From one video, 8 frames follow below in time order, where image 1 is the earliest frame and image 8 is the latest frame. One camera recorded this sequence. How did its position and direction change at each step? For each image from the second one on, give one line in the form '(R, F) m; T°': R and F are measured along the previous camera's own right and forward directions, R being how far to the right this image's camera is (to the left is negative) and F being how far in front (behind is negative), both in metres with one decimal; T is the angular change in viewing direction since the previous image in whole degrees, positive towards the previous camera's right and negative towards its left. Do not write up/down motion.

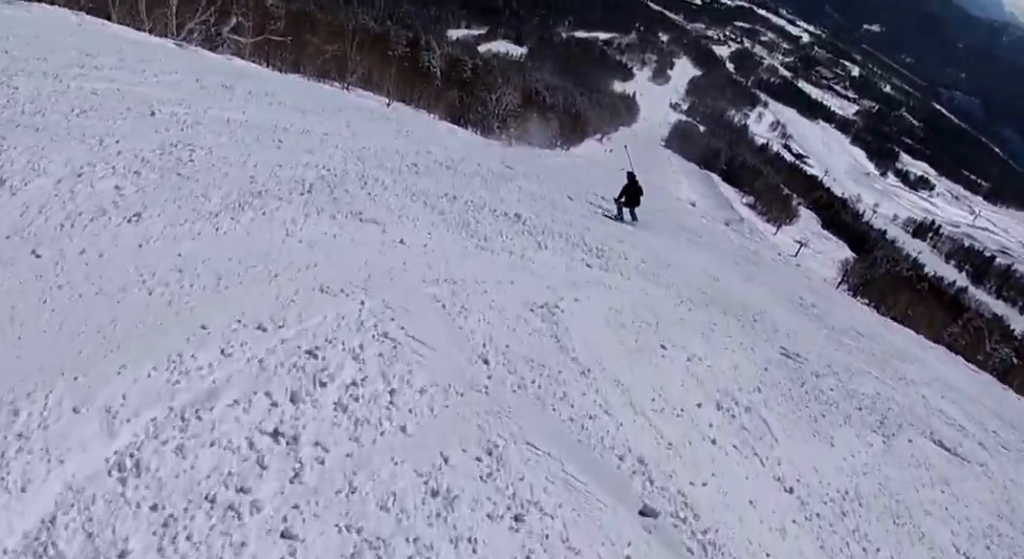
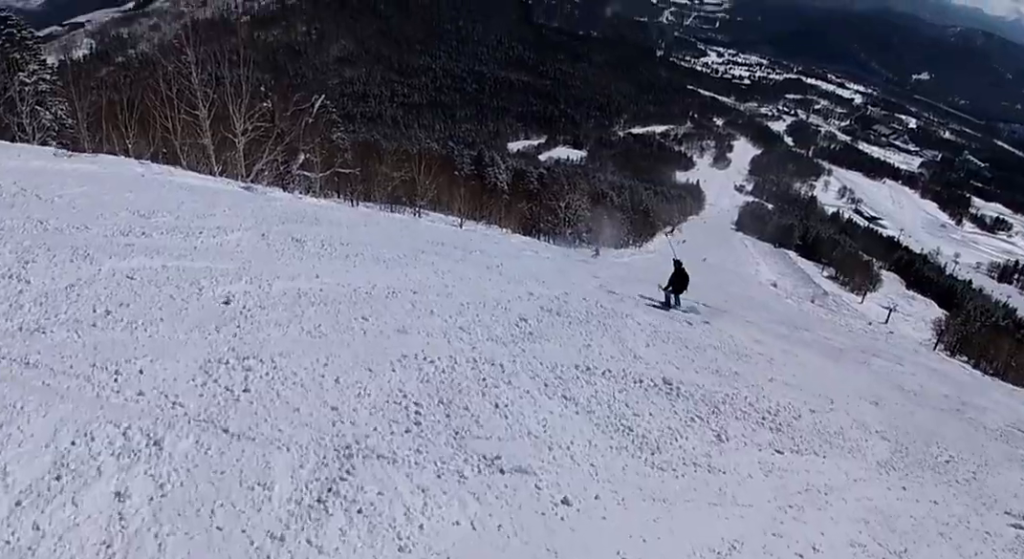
(+0.2, +2.1) m; +4°
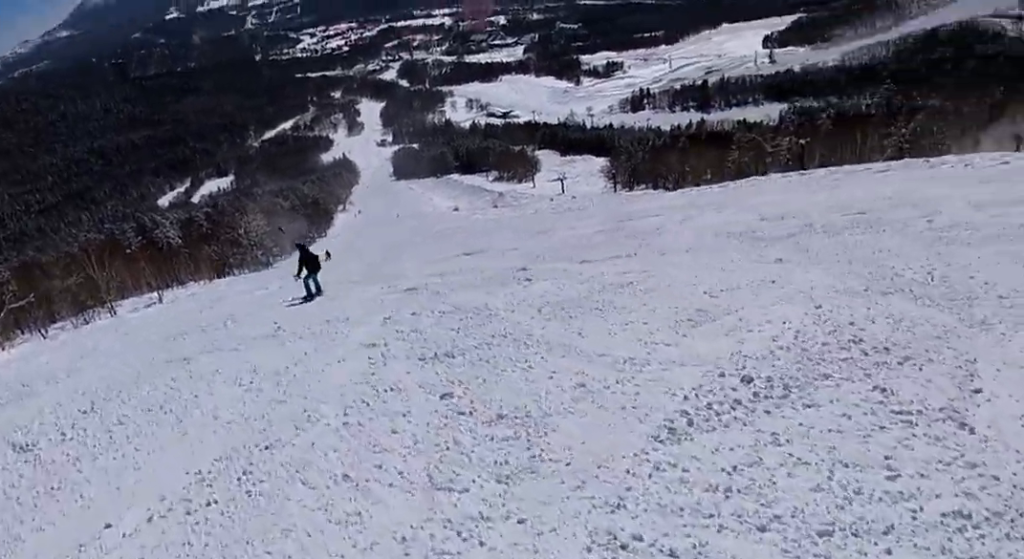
(+0.2, +3.7) m; +10°
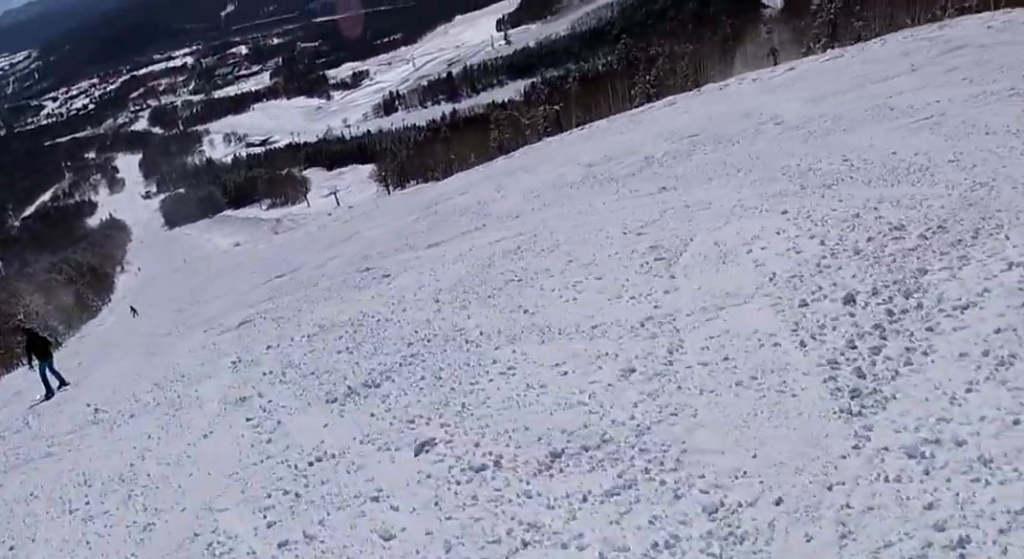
(0.0, +1.9) m; +7°
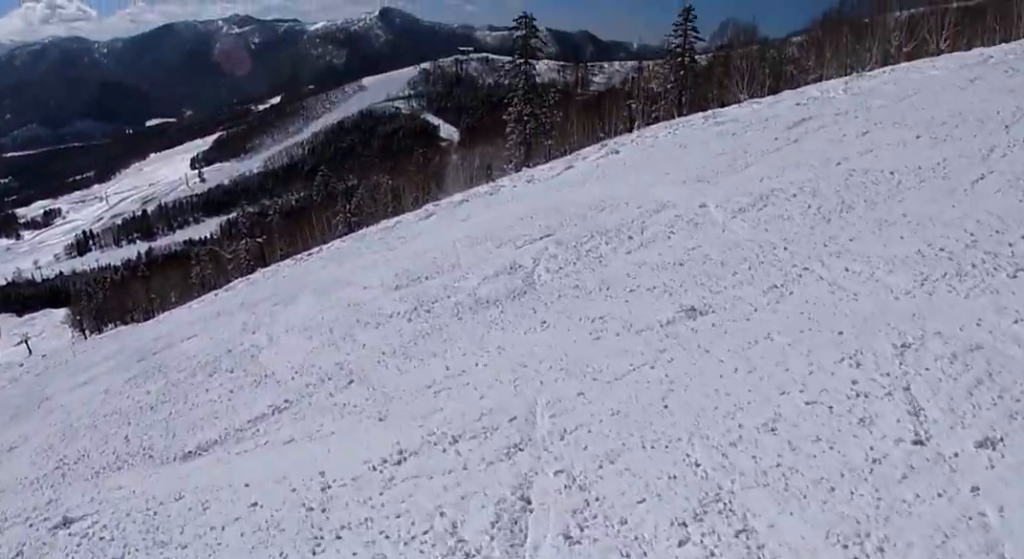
(+1.1, +5.3) m; +7°
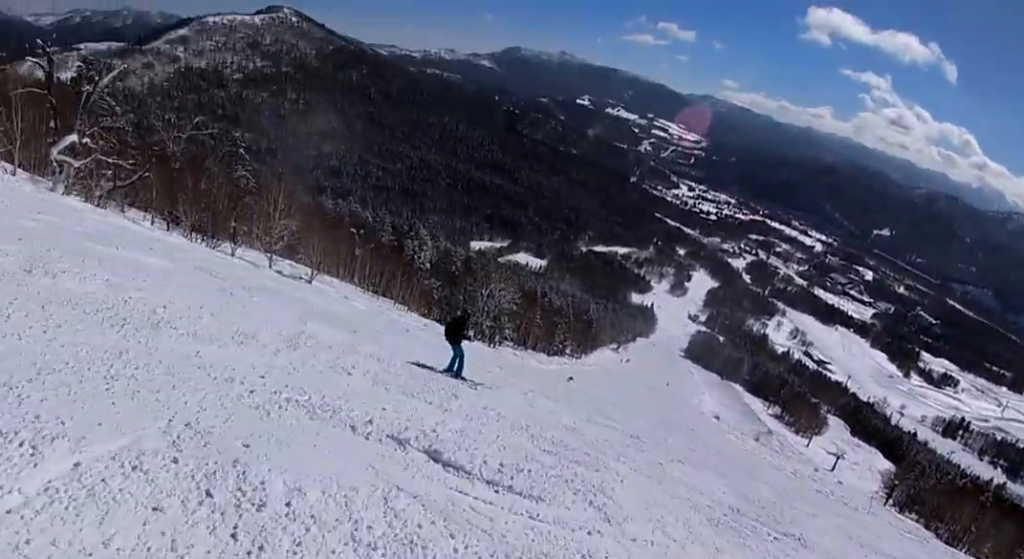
(-3.6, +8.4) m; -58°
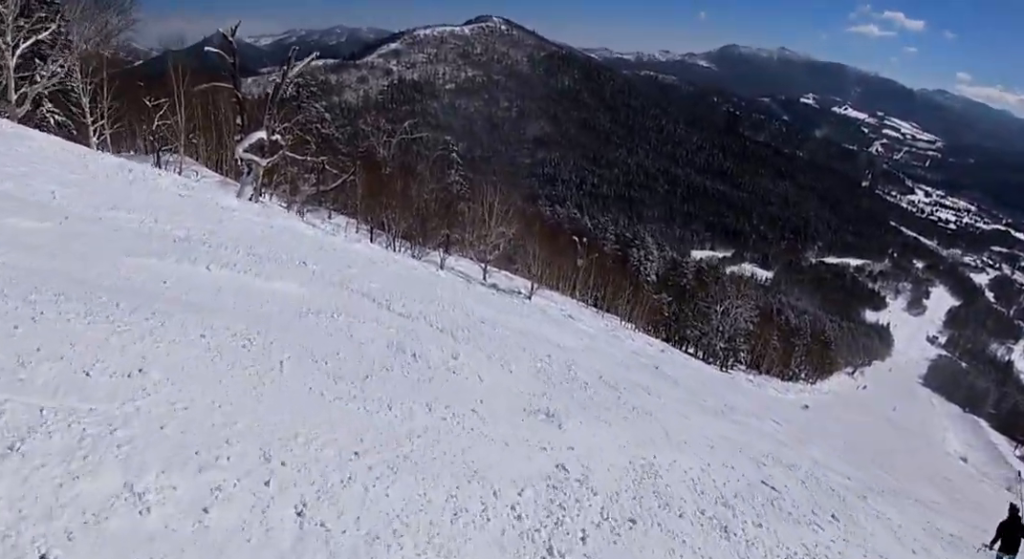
(-2.1, +4.7) m; -12°
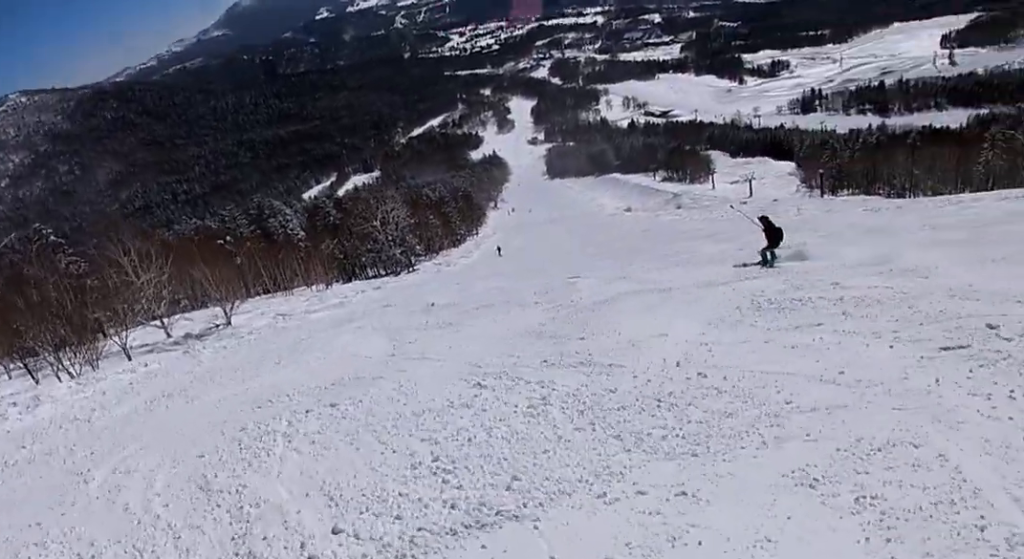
(+1.4, +5.2) m; +39°
